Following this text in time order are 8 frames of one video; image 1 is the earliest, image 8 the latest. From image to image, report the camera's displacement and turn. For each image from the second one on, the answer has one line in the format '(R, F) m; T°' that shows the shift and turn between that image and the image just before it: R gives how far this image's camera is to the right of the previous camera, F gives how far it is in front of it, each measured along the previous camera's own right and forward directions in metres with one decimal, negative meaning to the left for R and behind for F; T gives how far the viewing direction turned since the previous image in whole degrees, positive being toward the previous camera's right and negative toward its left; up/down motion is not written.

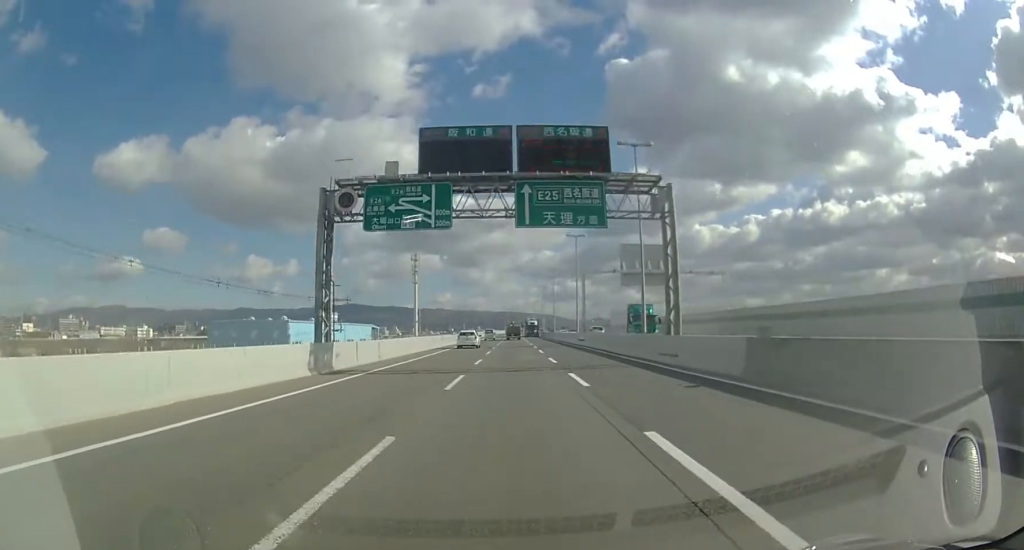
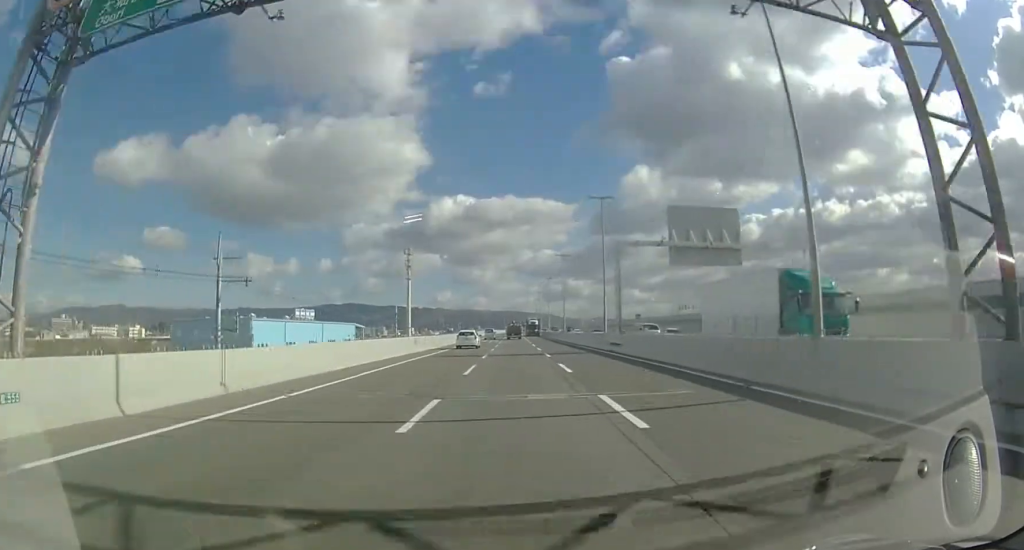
(-0.1, +15.3) m; 0°
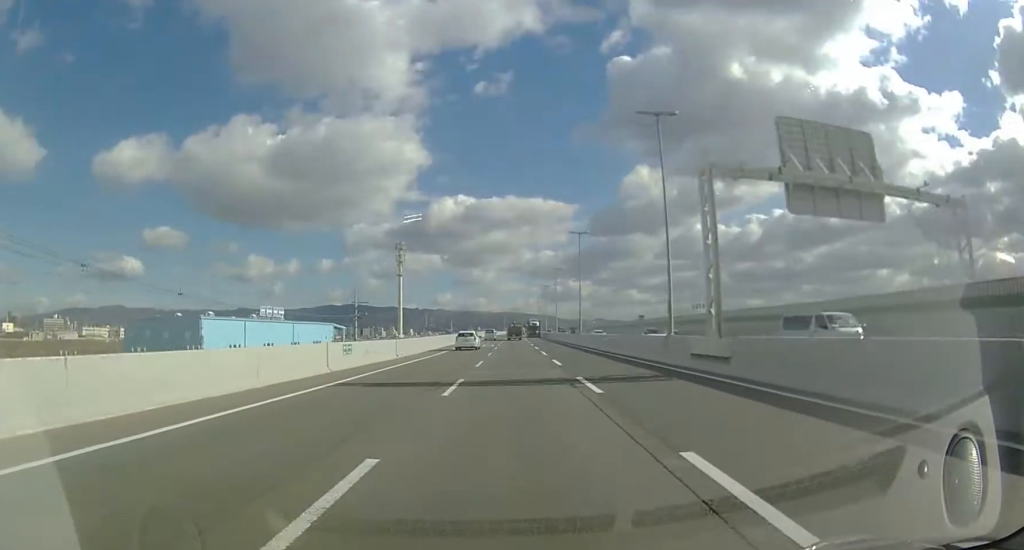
(0.0, +15.4) m; 0°
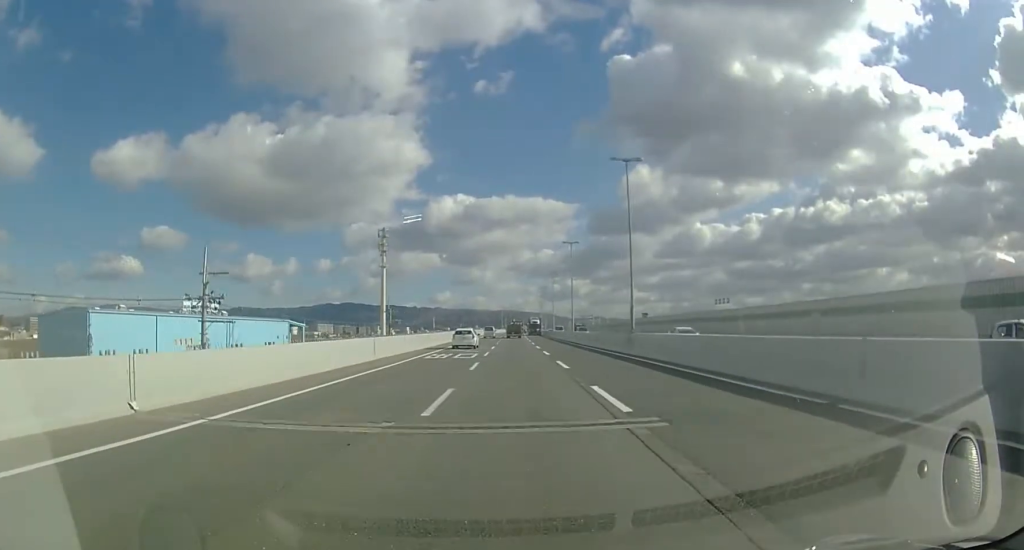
(+0.1, +22.3) m; 0°
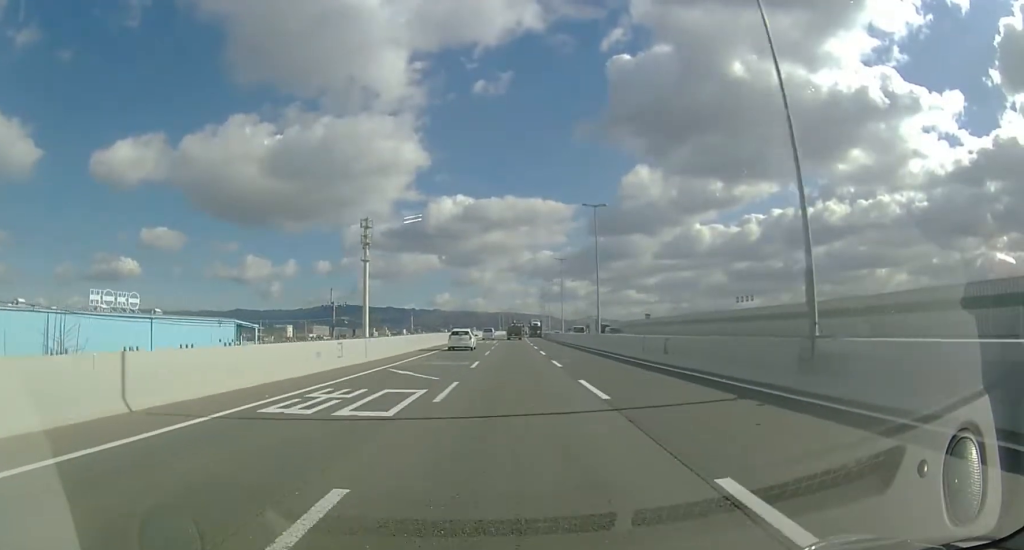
(0.0, +18.2) m; 0°
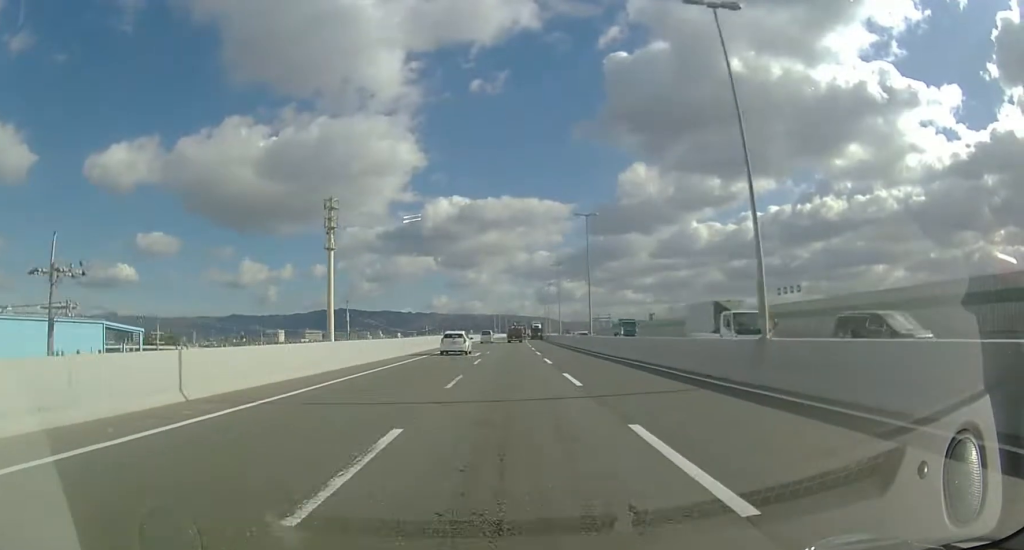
(0.0, +26.7) m; 0°
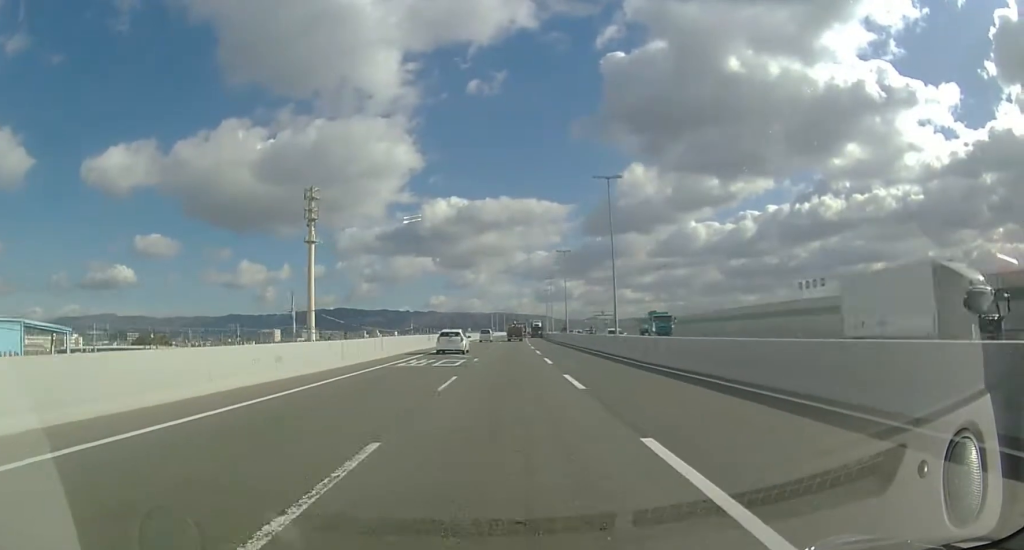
(-0.1, +11.2) m; 0°
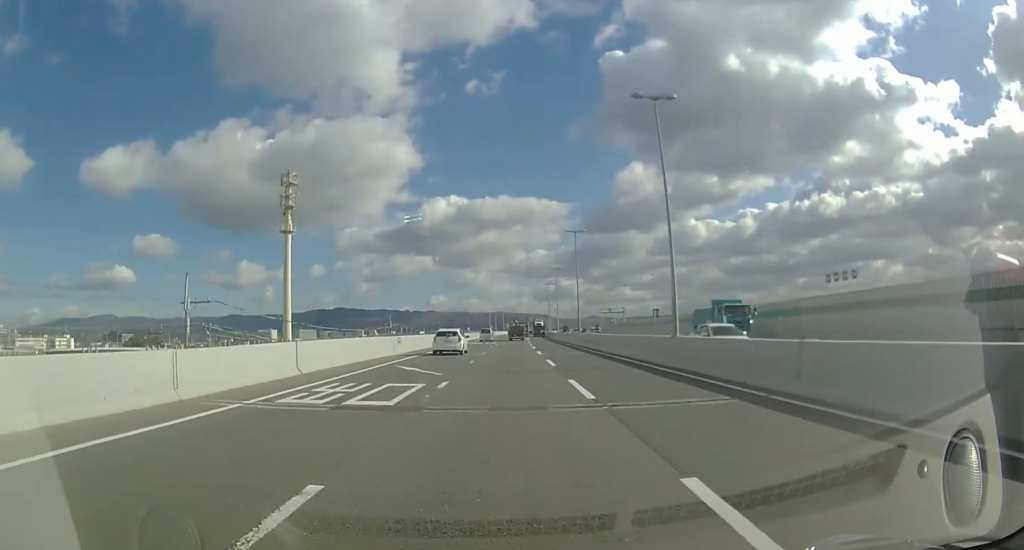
(+0.1, +11.9) m; 0°
